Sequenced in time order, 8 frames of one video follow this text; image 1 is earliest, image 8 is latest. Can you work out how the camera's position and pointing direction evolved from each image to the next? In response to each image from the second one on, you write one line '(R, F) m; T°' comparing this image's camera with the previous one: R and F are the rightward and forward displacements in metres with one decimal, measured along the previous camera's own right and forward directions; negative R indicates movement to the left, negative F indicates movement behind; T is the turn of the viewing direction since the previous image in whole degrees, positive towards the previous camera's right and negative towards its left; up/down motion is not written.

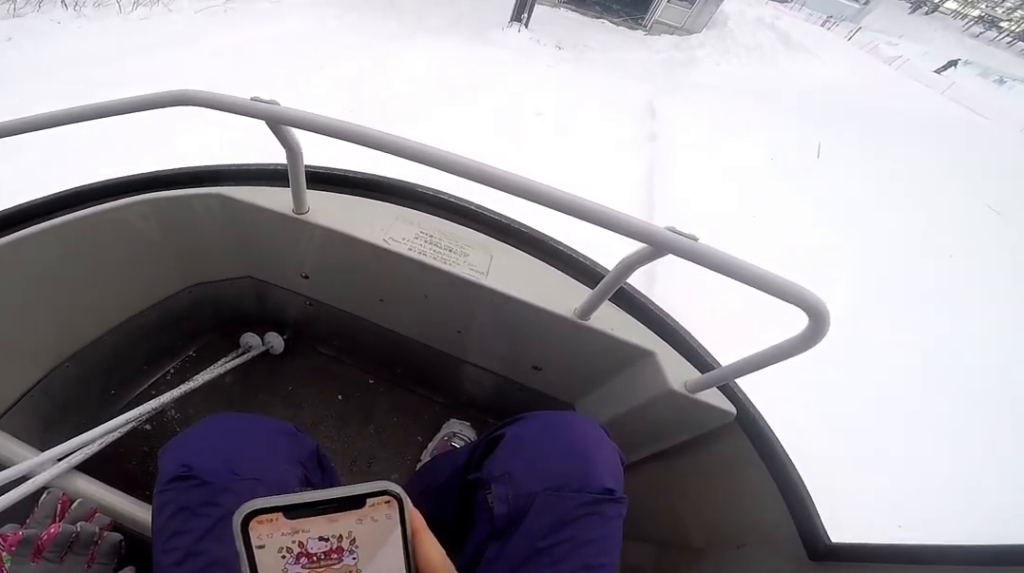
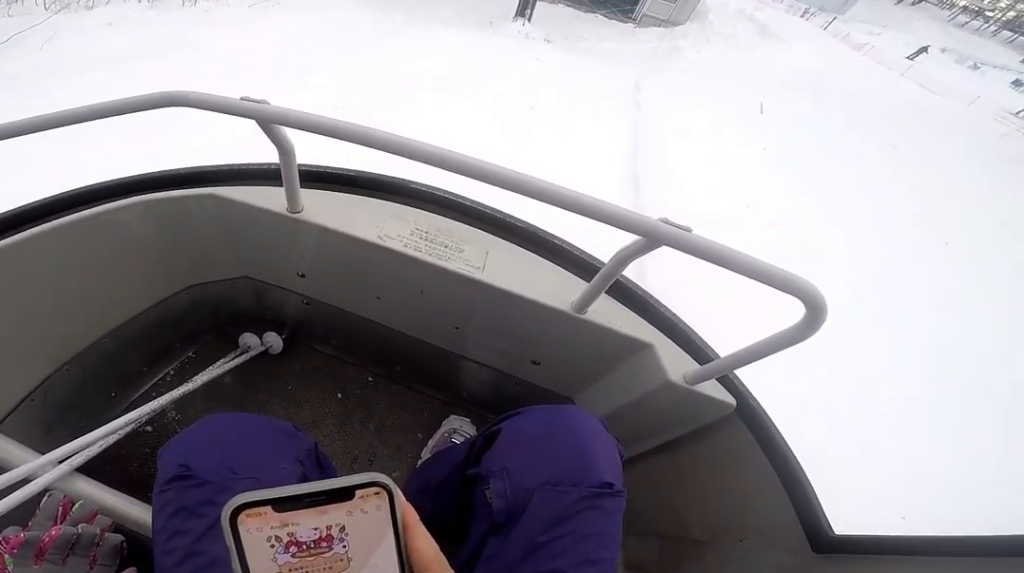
(-0.4, +3.9) m; 0°
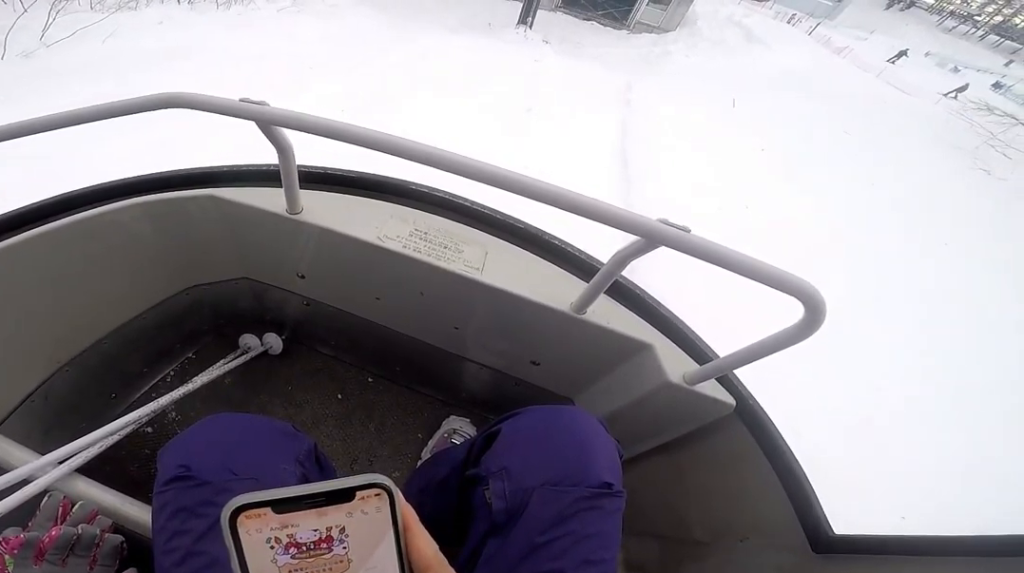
(+0.7, +2.5) m; 0°
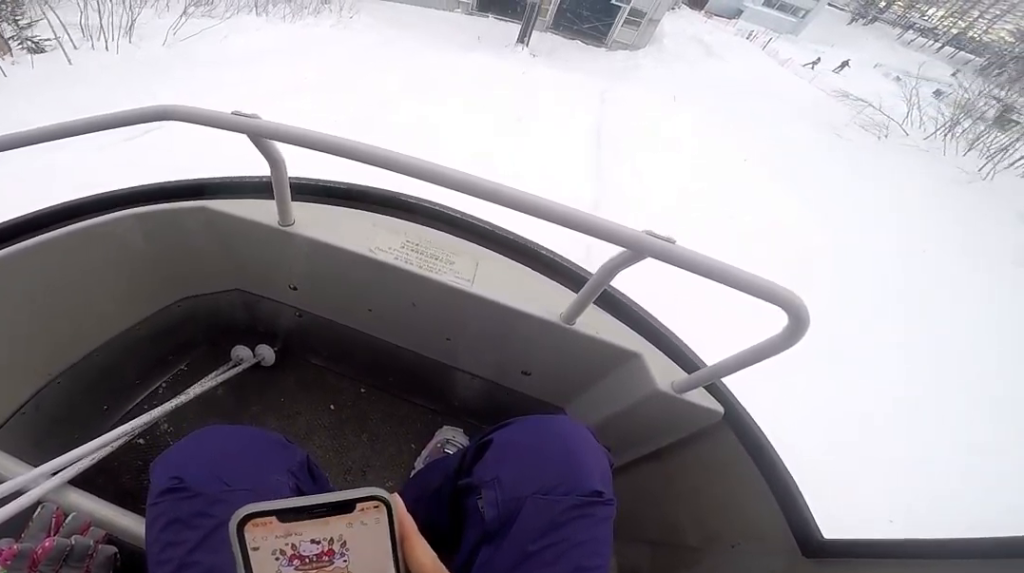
(-1.0, +6.8) m; -1°
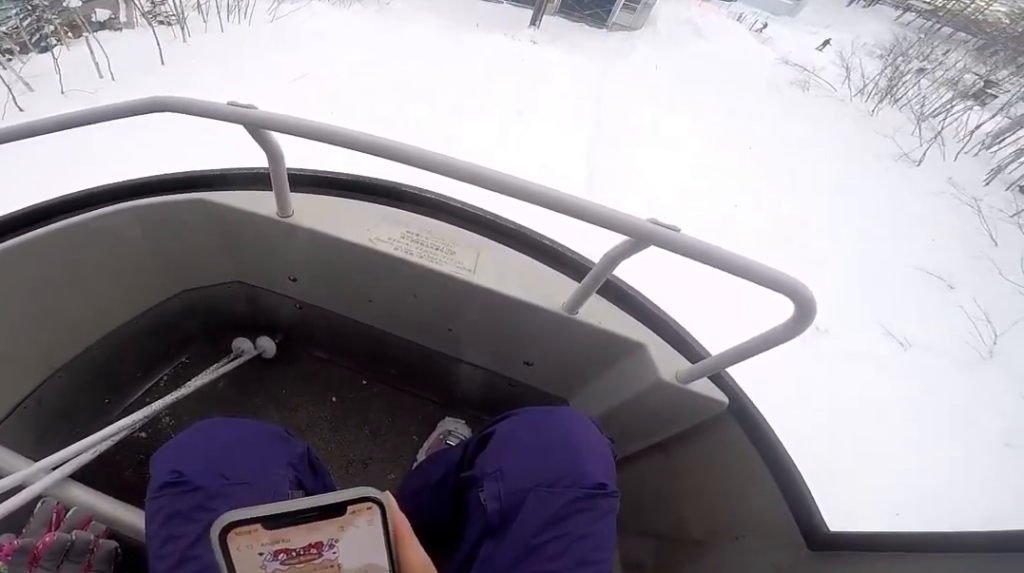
(+1.6, +7.0) m; +9°
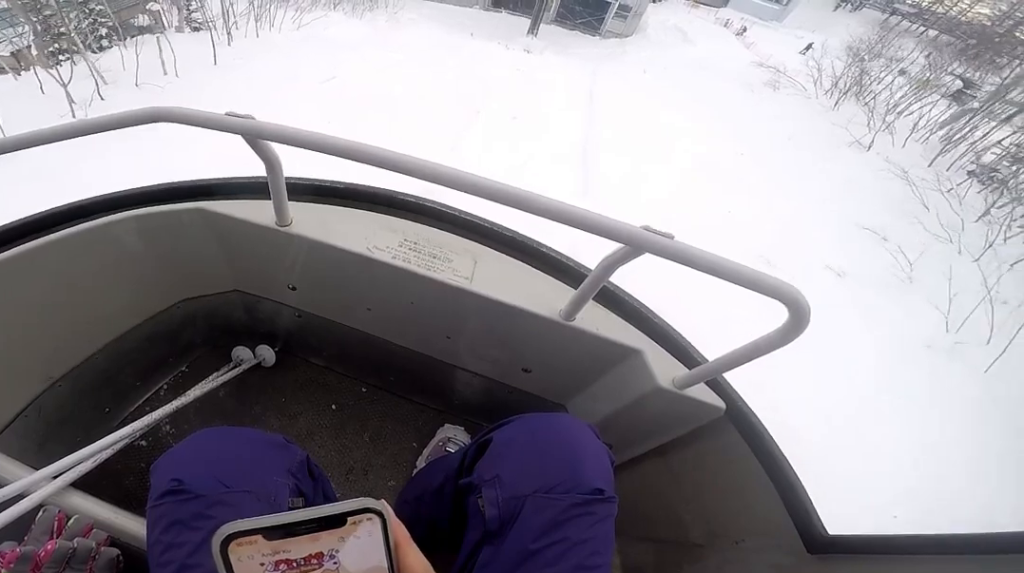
(-0.2, +2.5) m; -5°
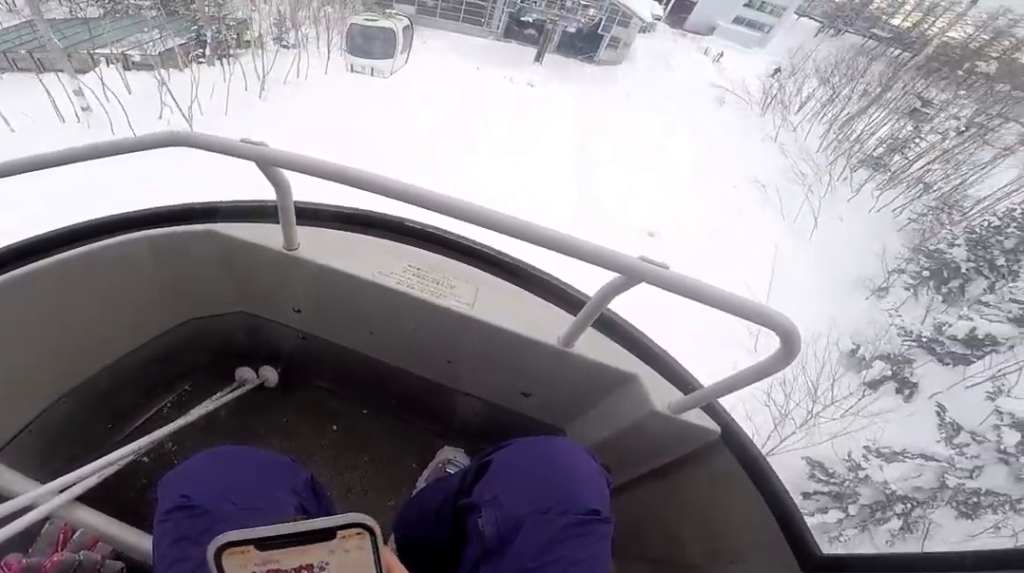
(-1.2, +7.3) m; -14°
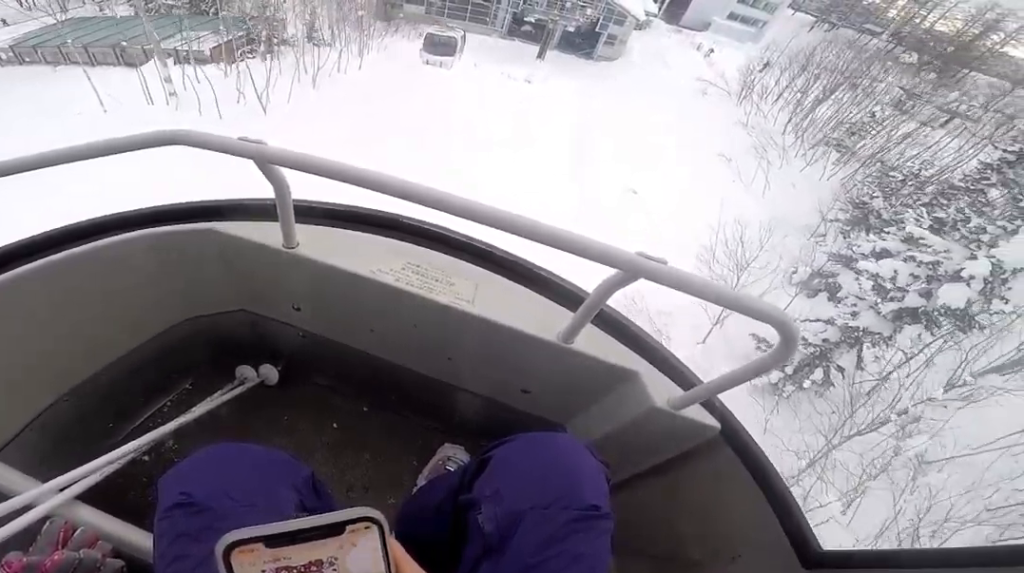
(-0.1, +3.9) m; +3°
